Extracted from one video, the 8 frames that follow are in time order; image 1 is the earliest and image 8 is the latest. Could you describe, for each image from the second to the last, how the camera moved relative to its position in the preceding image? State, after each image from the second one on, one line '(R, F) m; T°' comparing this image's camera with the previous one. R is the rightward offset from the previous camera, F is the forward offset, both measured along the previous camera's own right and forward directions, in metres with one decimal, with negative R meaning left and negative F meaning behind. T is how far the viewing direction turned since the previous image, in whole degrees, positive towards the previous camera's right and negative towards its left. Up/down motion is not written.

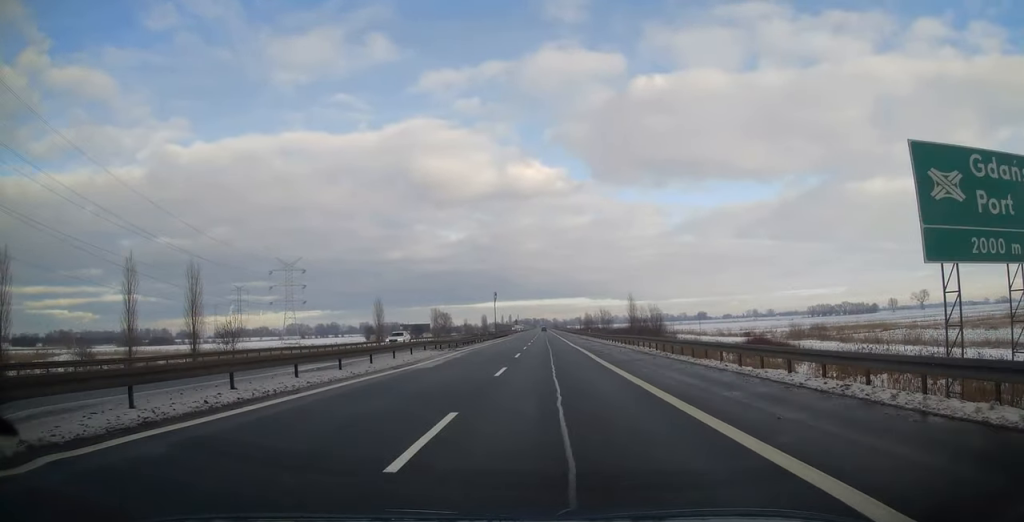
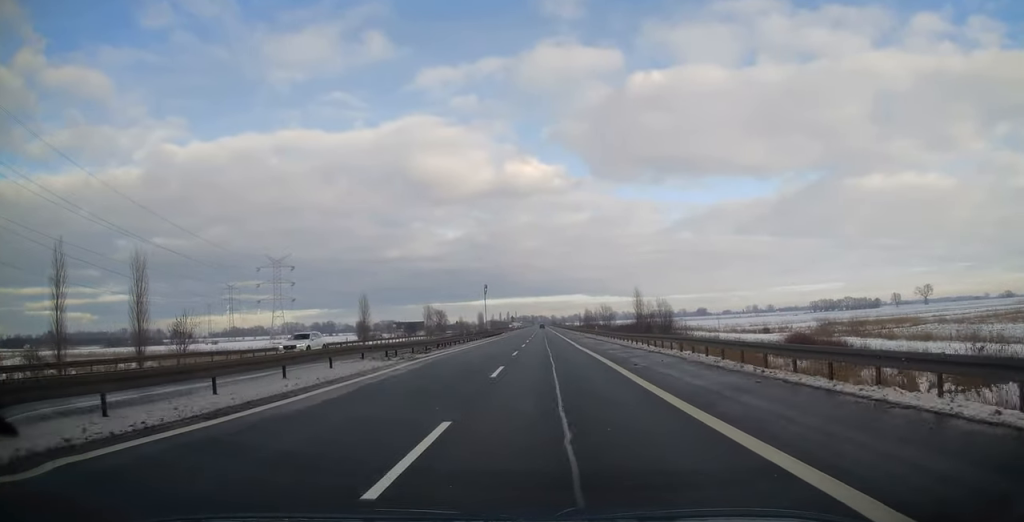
(0.0, +12.7) m; 0°
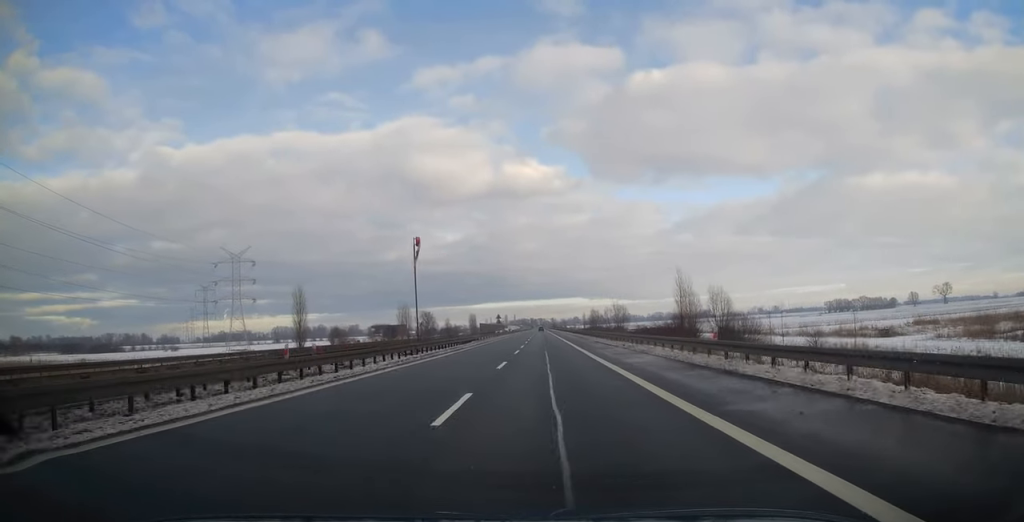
(0.0, +43.3) m; 0°
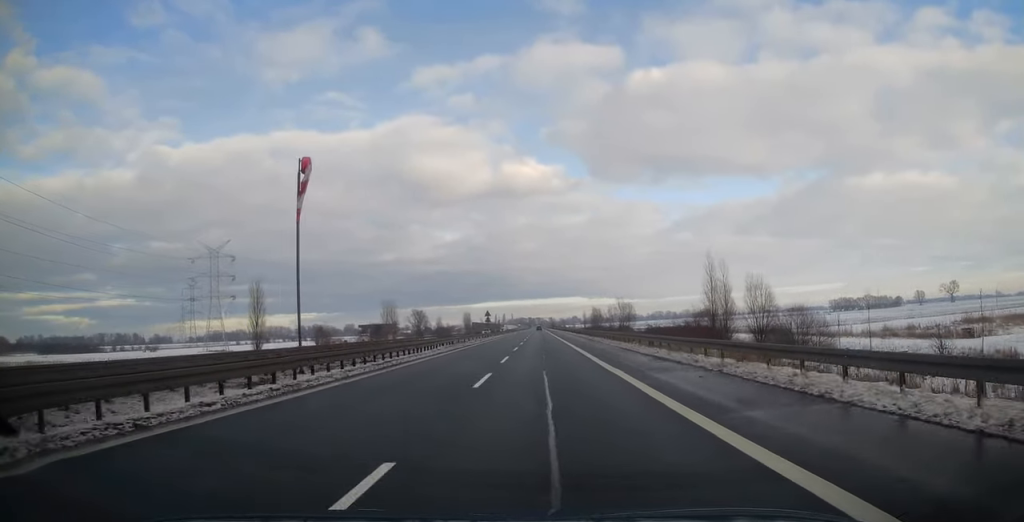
(0.0, +18.0) m; 0°
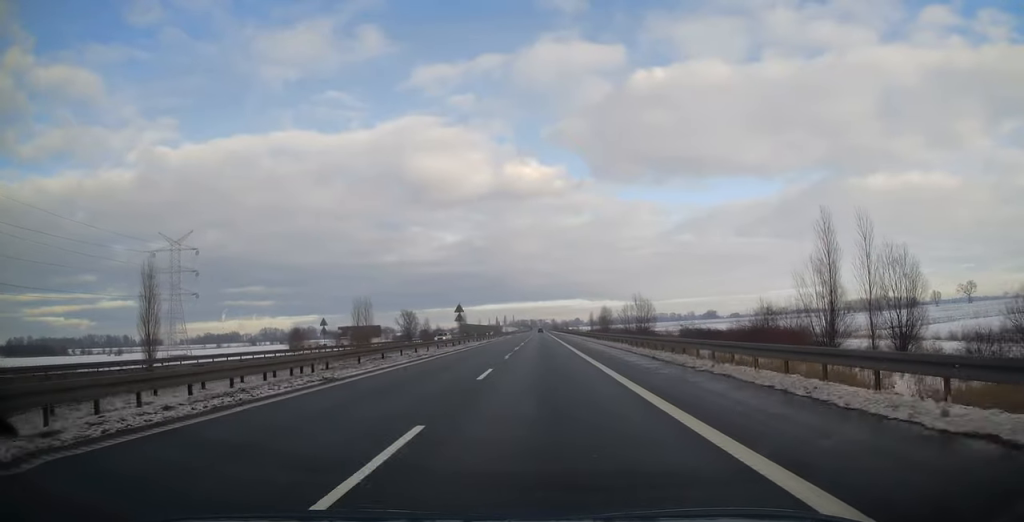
(0.0, +31.2) m; 0°
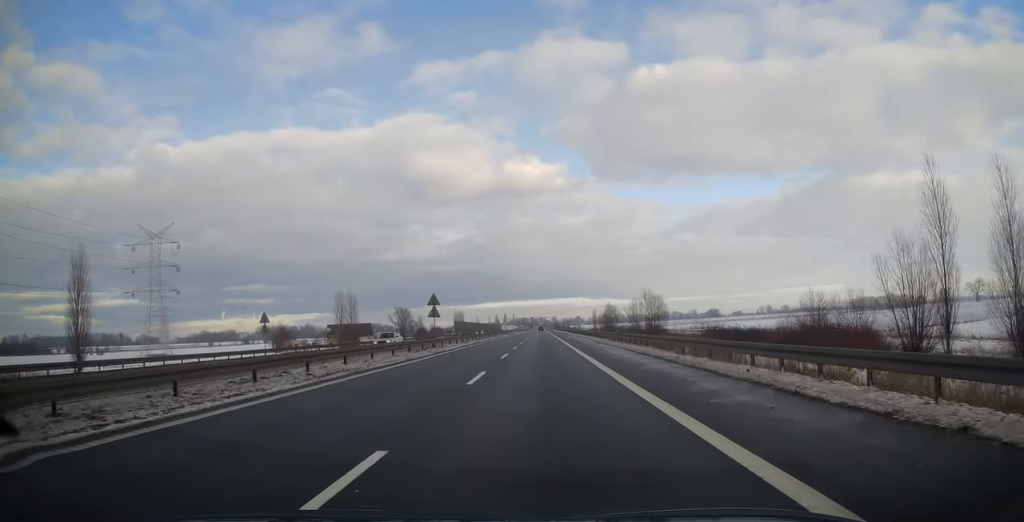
(0.0, +13.7) m; 0°
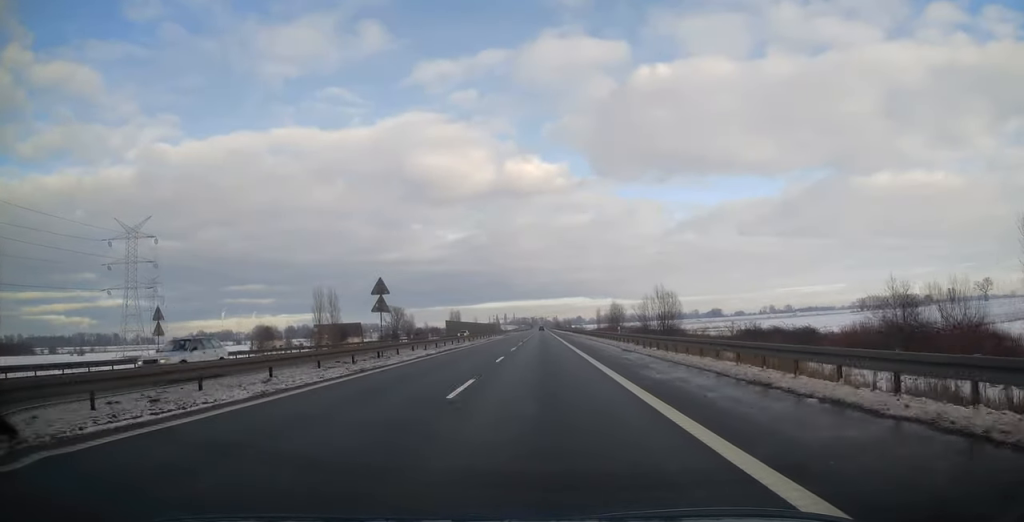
(0.0, +14.8) m; 0°
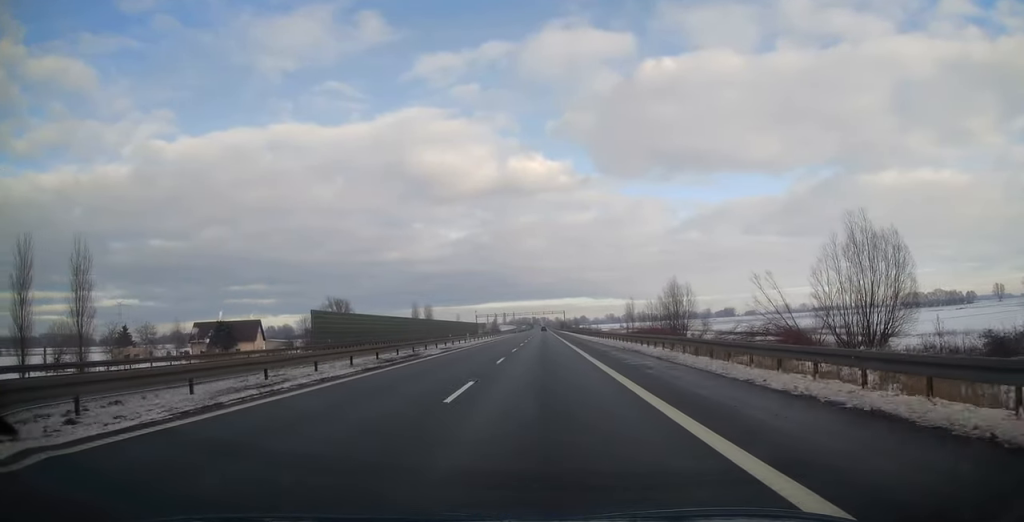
(0.0, +84.1) m; 0°
